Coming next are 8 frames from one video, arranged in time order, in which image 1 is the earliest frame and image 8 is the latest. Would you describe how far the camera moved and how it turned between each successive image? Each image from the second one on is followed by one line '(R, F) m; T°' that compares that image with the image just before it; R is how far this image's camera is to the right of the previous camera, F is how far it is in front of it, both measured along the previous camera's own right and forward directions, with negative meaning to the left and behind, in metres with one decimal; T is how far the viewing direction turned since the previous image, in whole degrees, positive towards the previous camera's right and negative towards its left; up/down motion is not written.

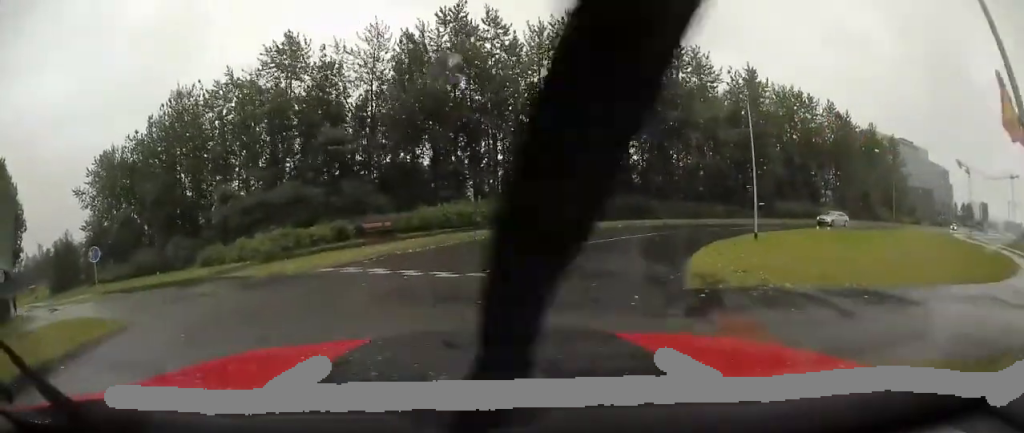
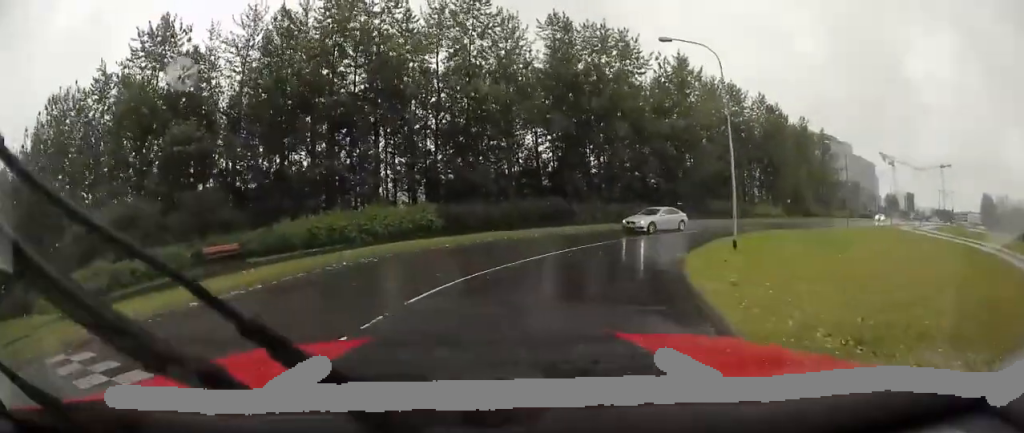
(+1.4, +7.6) m; +16°
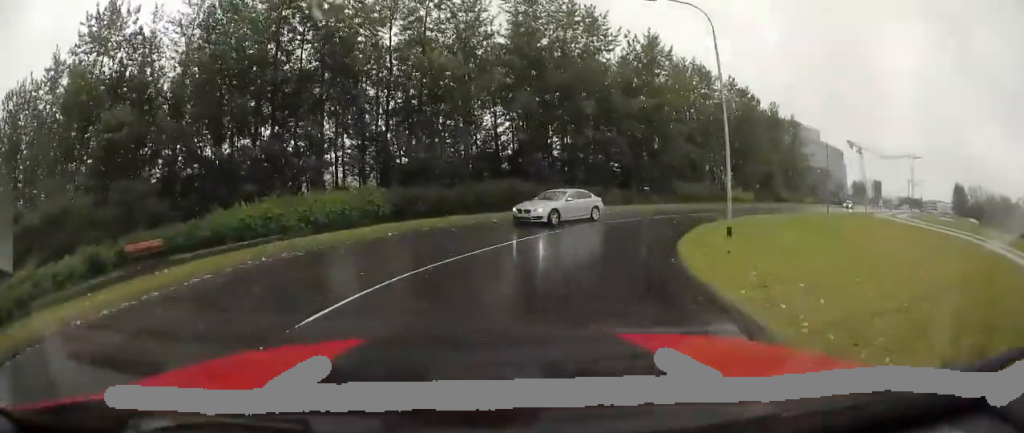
(+0.1, +2.5) m; +4°
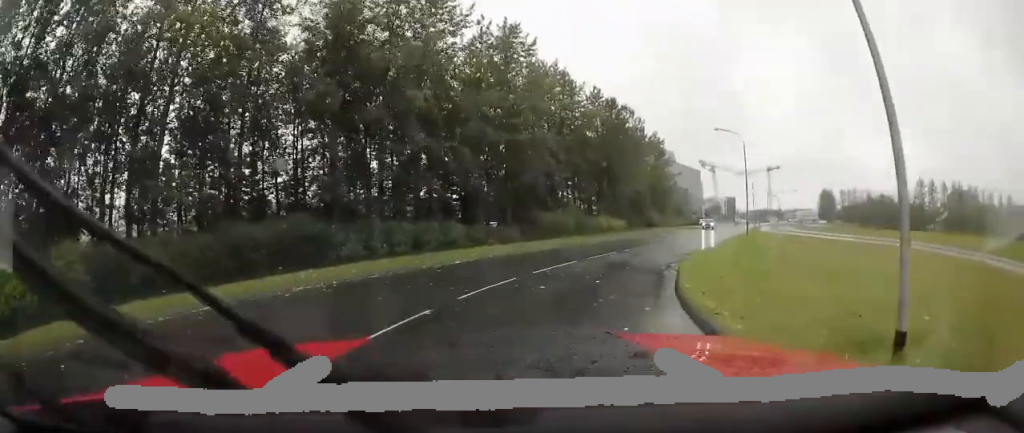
(+1.7, +11.1) m; +18°
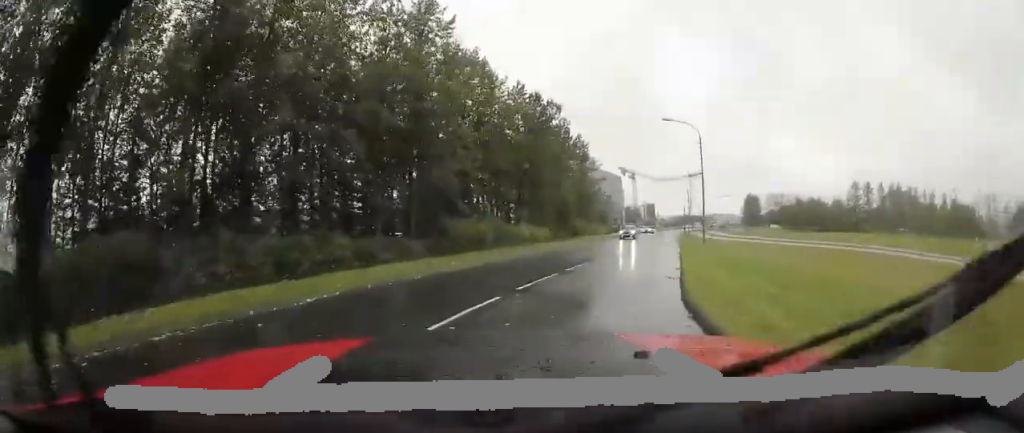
(+0.5, +6.0) m; +10°
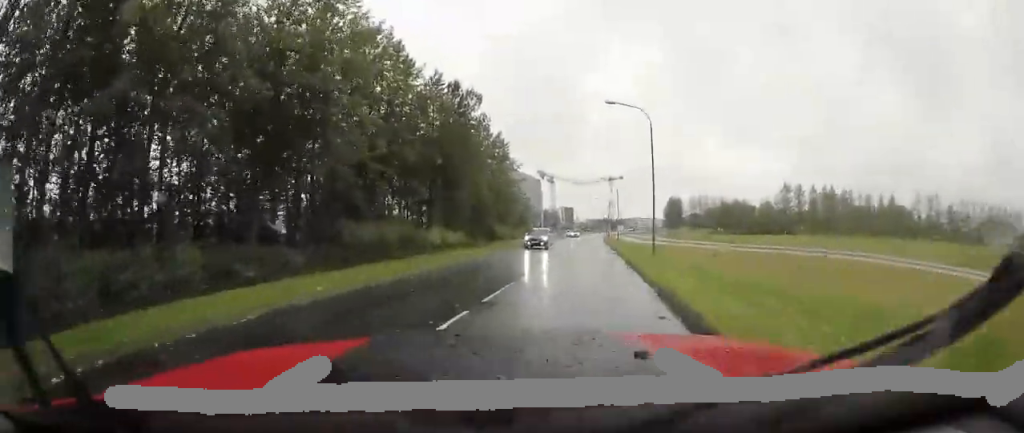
(+0.2, +5.3) m; +10°
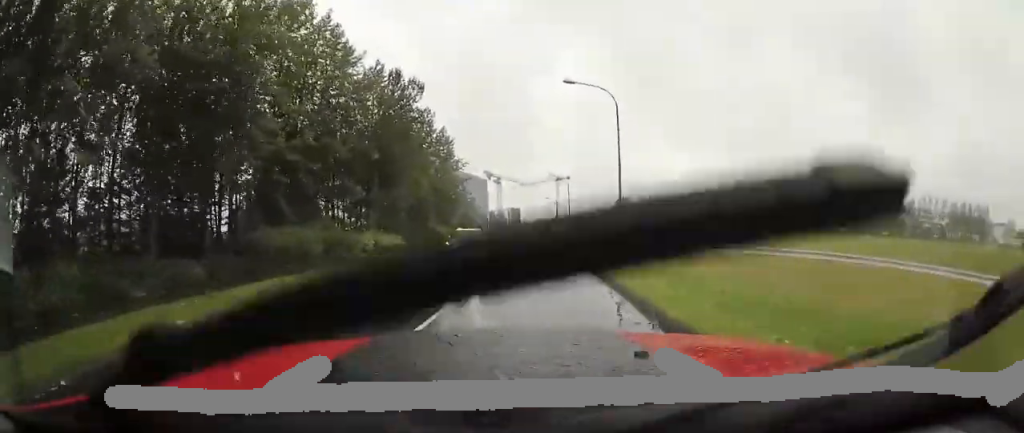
(+0.4, +3.6) m; +5°
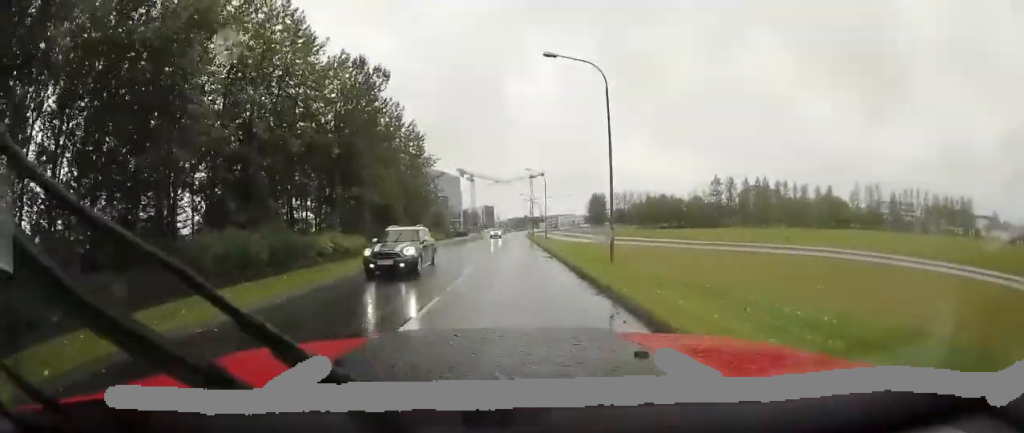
(+0.1, +2.9) m; +4°
